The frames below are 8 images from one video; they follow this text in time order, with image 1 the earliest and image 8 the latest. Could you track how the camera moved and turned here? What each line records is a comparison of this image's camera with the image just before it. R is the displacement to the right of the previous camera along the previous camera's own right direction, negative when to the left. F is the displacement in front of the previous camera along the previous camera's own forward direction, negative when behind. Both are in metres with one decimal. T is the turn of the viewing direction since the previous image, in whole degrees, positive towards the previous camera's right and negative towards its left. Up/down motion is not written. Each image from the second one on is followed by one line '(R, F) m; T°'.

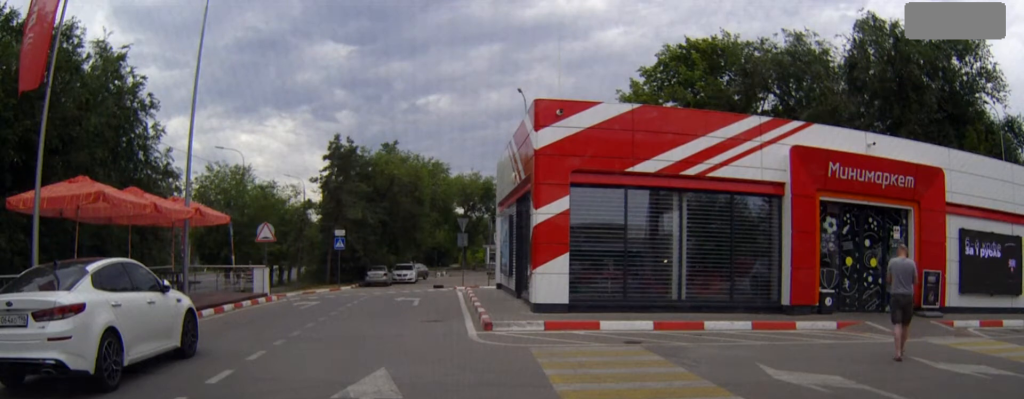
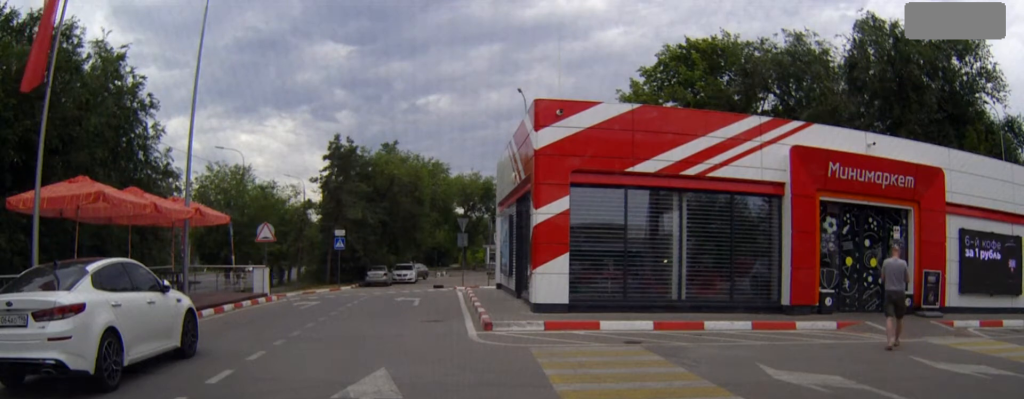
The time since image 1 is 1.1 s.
(0.0, 0.0) m; 0°
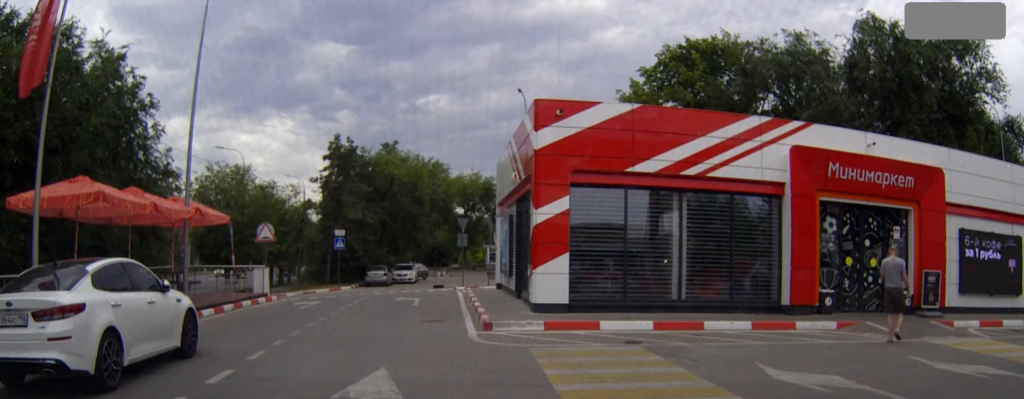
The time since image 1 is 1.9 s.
(0.0, 0.0) m; 0°
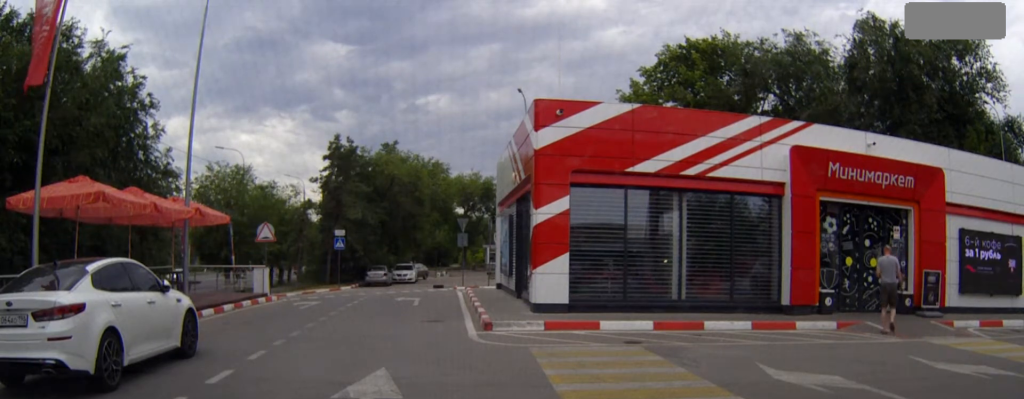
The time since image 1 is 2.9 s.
(0.0, 0.0) m; 0°
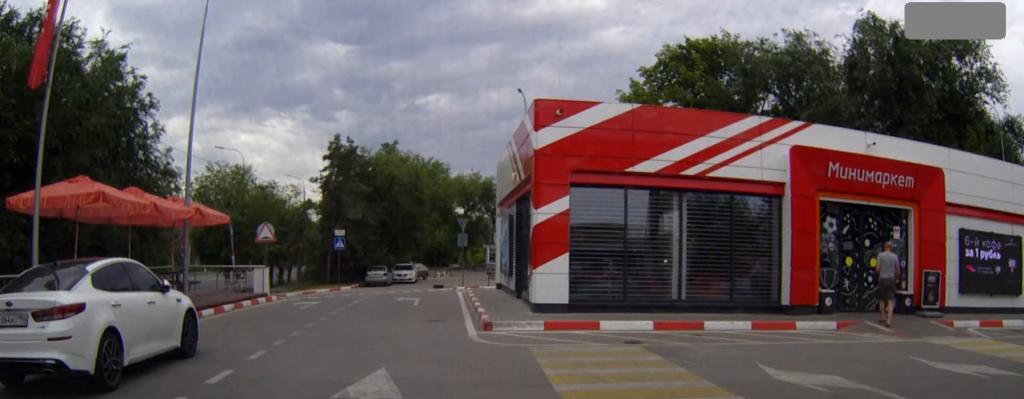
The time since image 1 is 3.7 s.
(0.0, 0.0) m; 0°
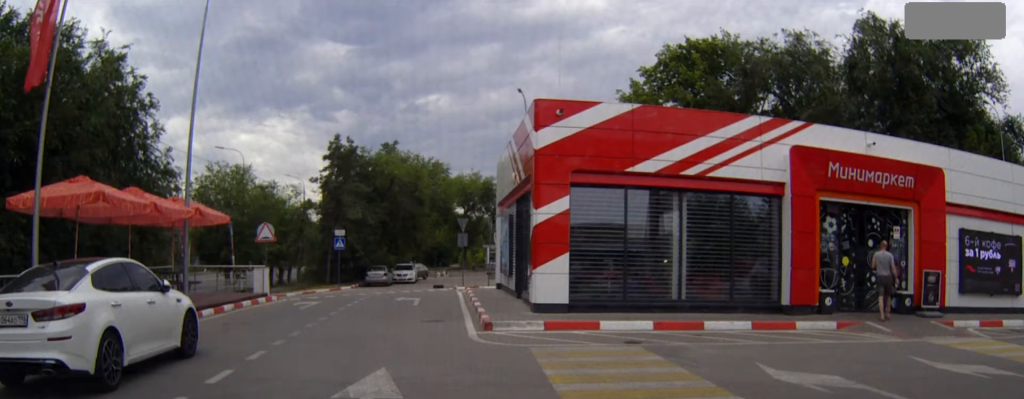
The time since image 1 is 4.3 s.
(0.0, 0.0) m; 0°
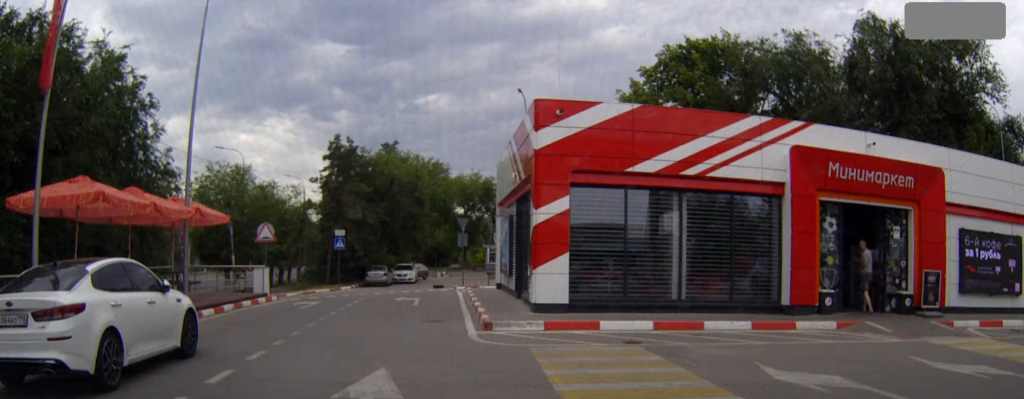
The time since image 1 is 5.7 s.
(0.0, 0.0) m; 0°
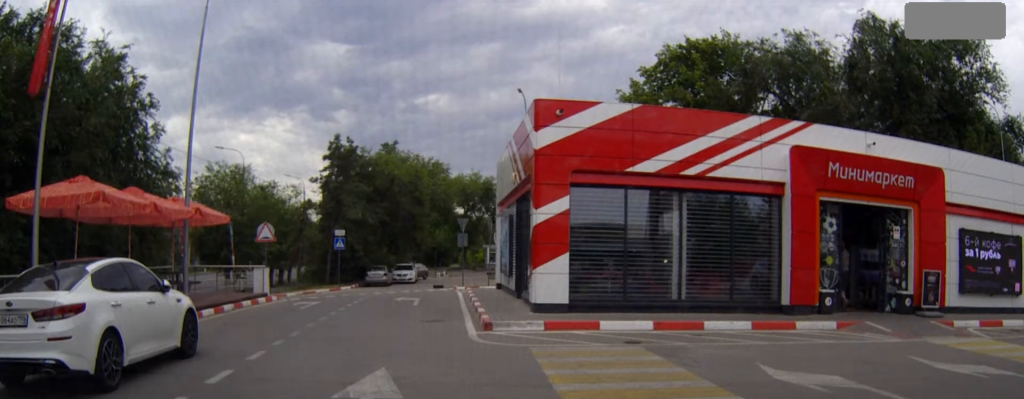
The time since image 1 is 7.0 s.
(0.0, 0.0) m; 0°
